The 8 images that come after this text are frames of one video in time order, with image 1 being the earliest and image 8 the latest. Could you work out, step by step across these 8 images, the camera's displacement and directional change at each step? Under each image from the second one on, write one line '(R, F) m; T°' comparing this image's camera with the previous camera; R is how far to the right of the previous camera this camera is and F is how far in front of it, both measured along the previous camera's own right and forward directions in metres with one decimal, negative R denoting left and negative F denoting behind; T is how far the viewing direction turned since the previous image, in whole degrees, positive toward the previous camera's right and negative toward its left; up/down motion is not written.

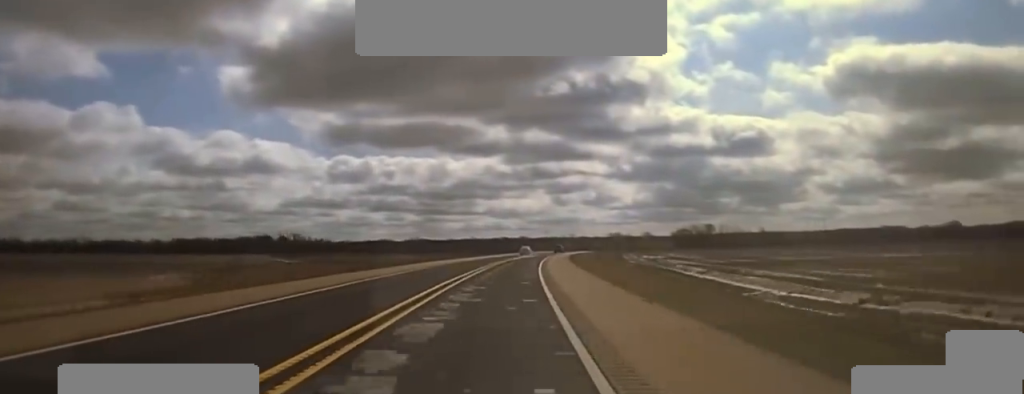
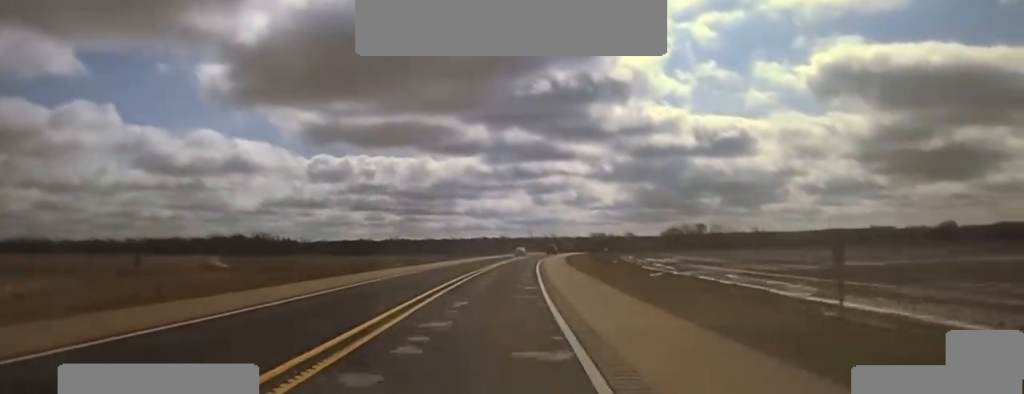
(+0.1, +31.8) m; +1°
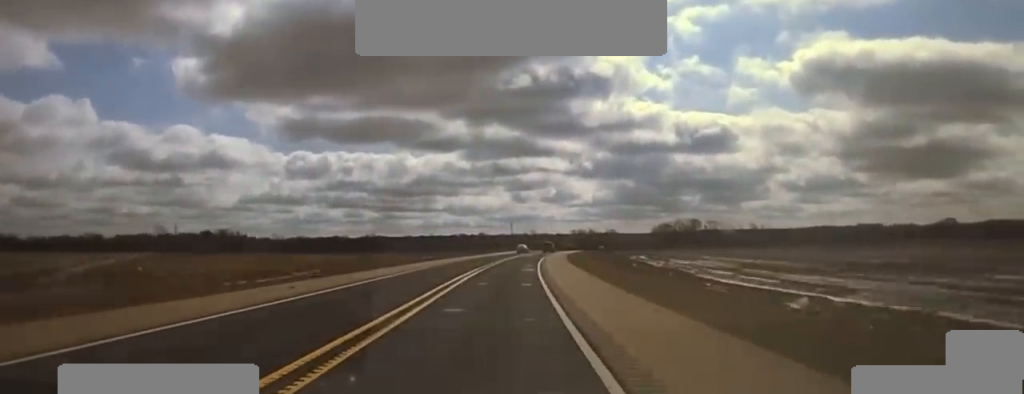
(+0.7, +41.1) m; +1°
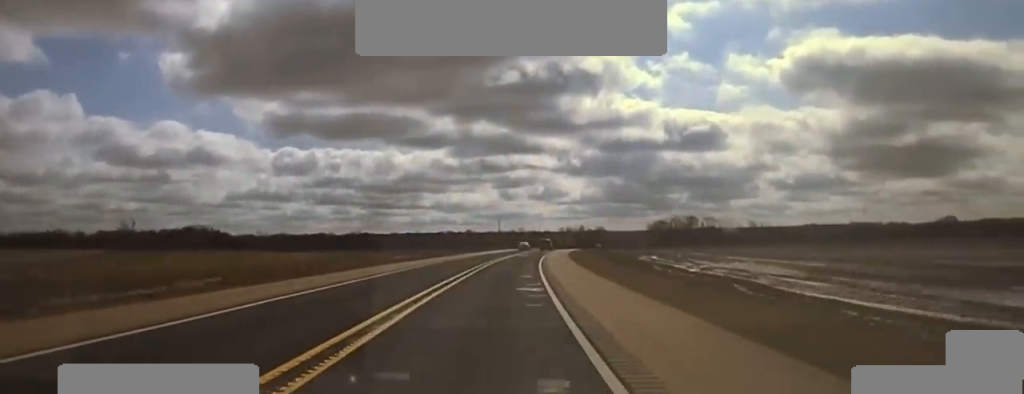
(+0.1, +22.4) m; +1°
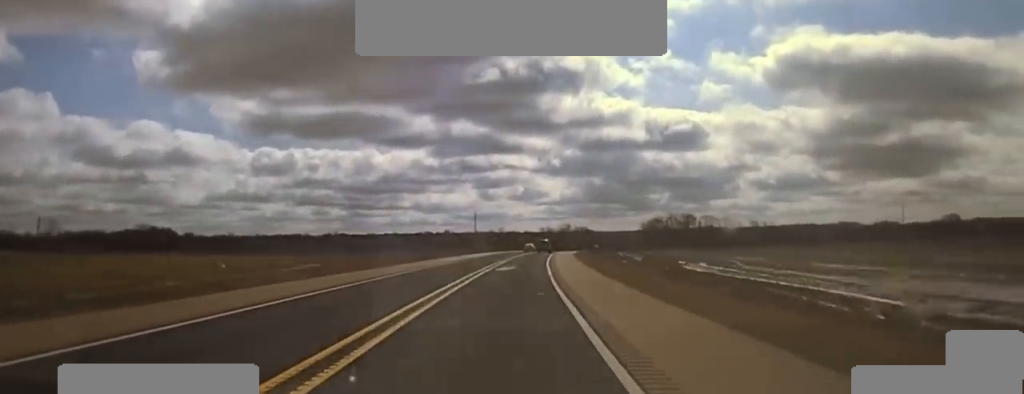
(+0.1, +40.1) m; +1°
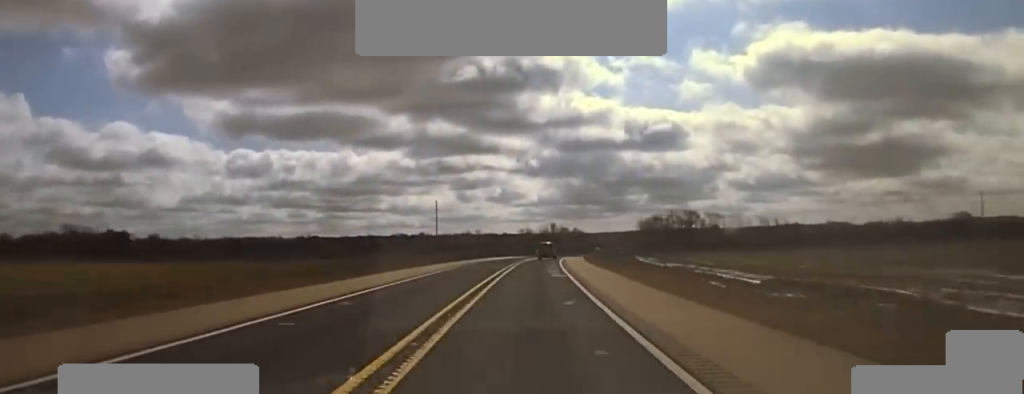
(+0.8, +52.4) m; +2°
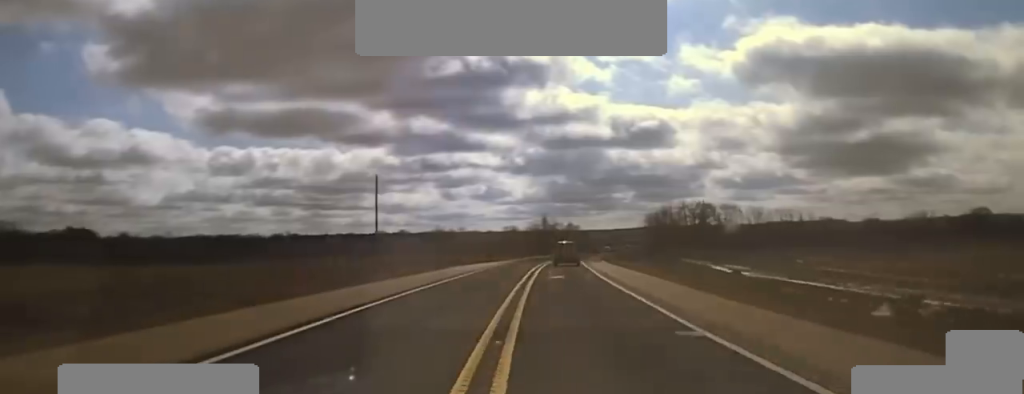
(+1.0, +58.2) m; +1°
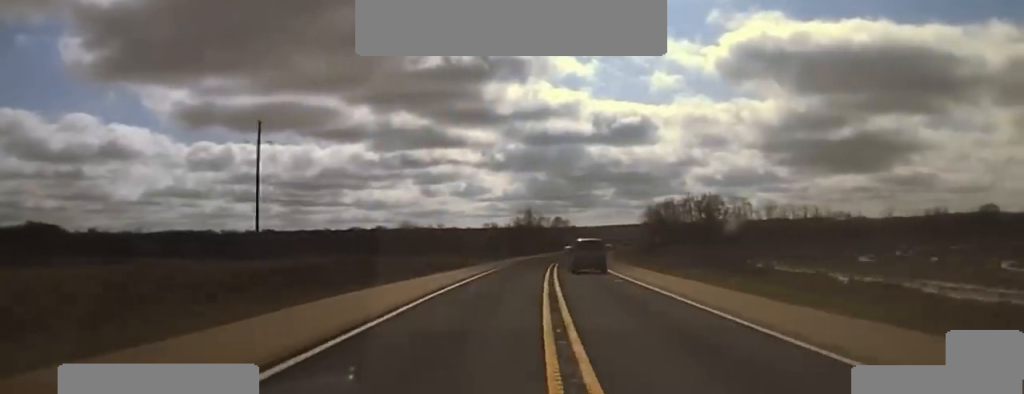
(+0.2, +47.8) m; +1°
